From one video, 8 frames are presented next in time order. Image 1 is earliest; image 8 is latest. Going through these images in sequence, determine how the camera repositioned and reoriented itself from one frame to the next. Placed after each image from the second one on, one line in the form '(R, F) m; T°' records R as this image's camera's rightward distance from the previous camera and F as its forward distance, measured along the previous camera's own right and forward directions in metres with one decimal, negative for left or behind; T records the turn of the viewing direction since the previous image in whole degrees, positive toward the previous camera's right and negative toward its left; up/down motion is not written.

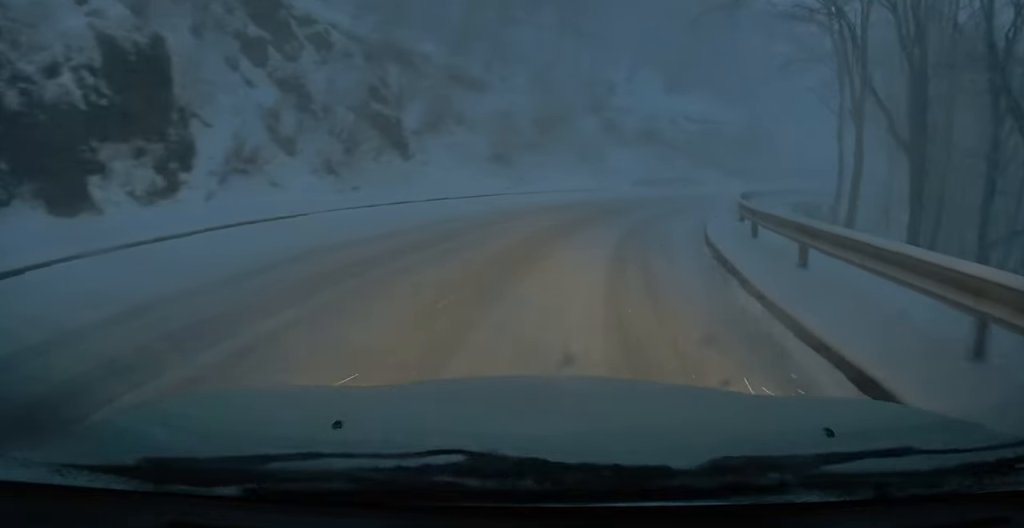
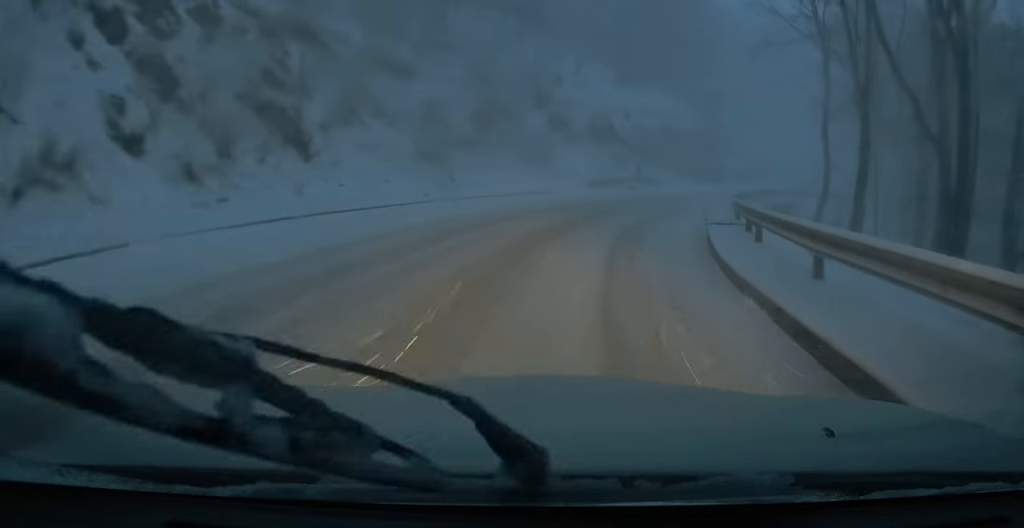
(0.0, +4.6) m; +1°
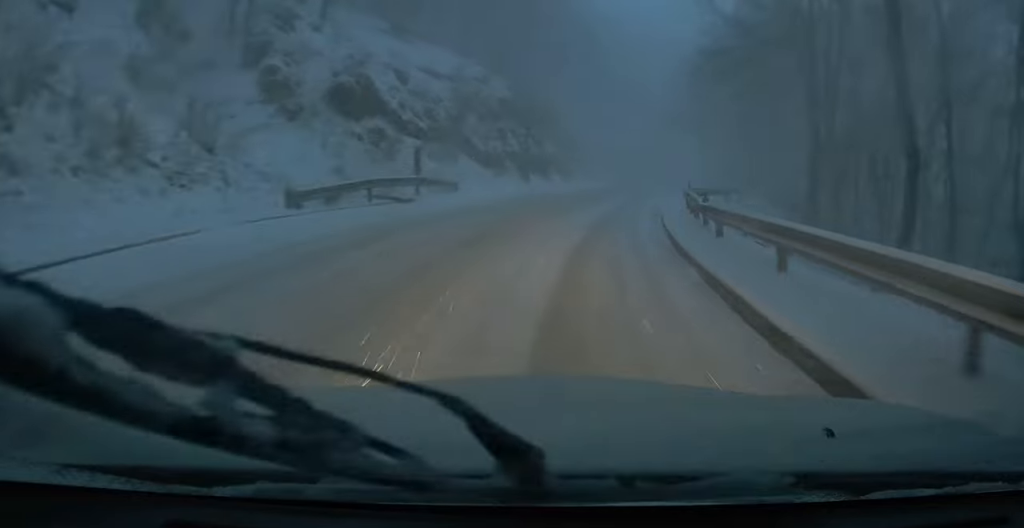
(+3.4, +18.7) m; +18°
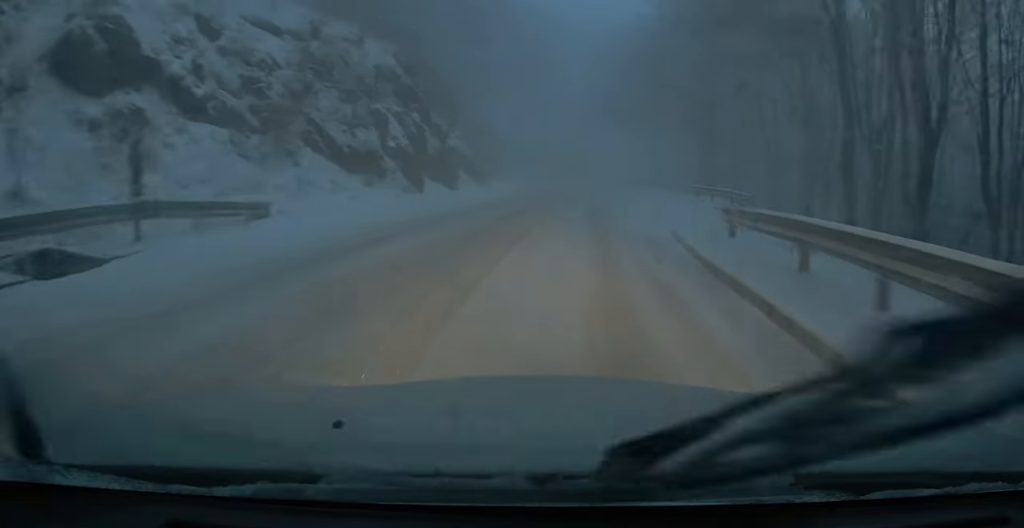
(-0.2, +12.0) m; +2°
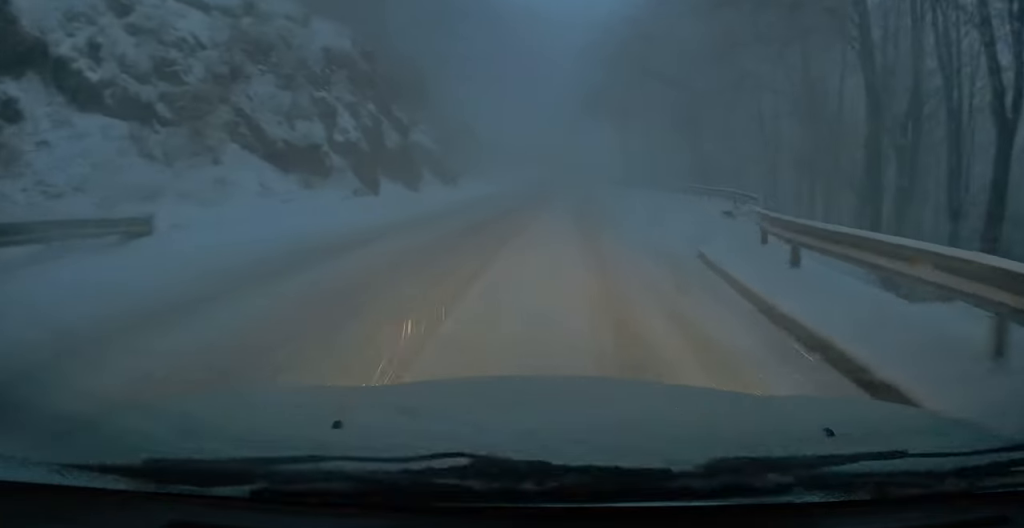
(+0.1, +3.5) m; +2°
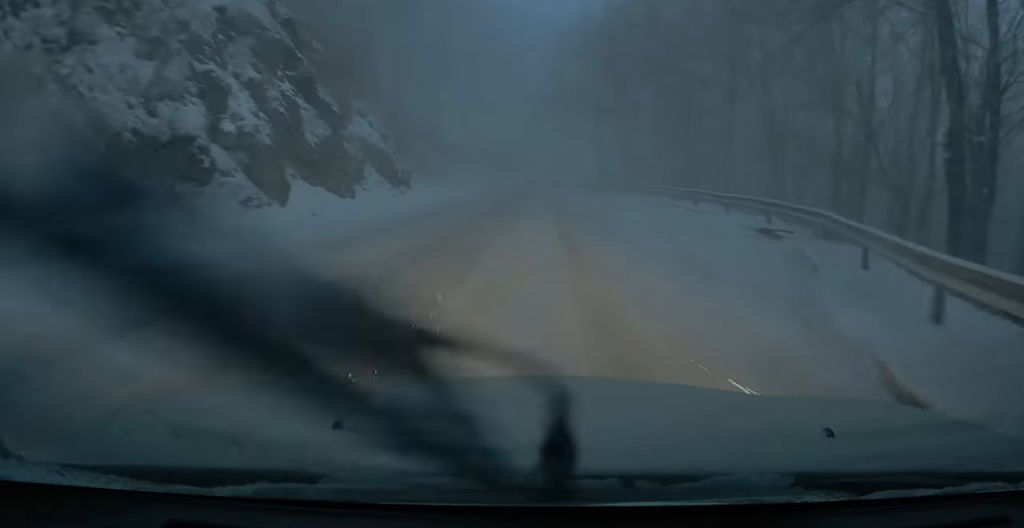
(+0.2, +5.9) m; +3°
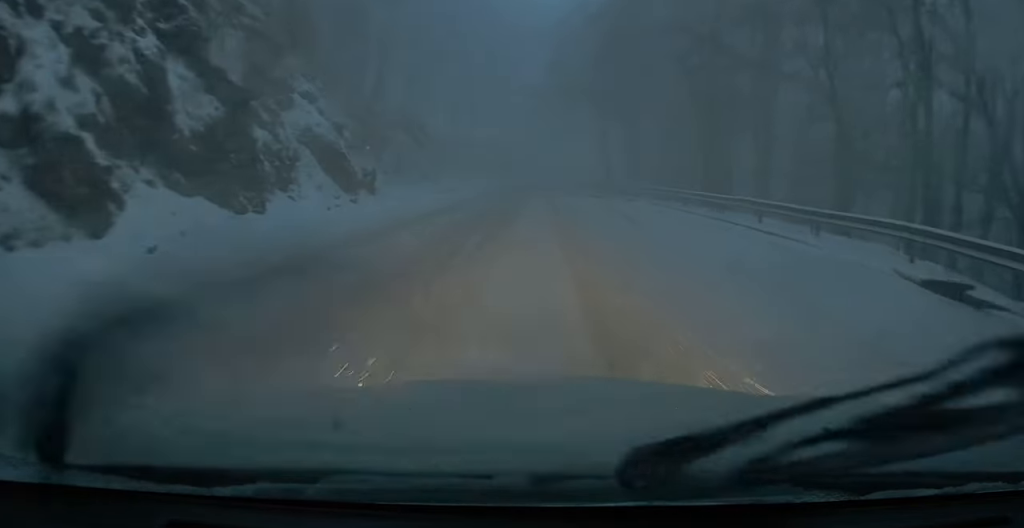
(+0.1, +7.1) m; +3°
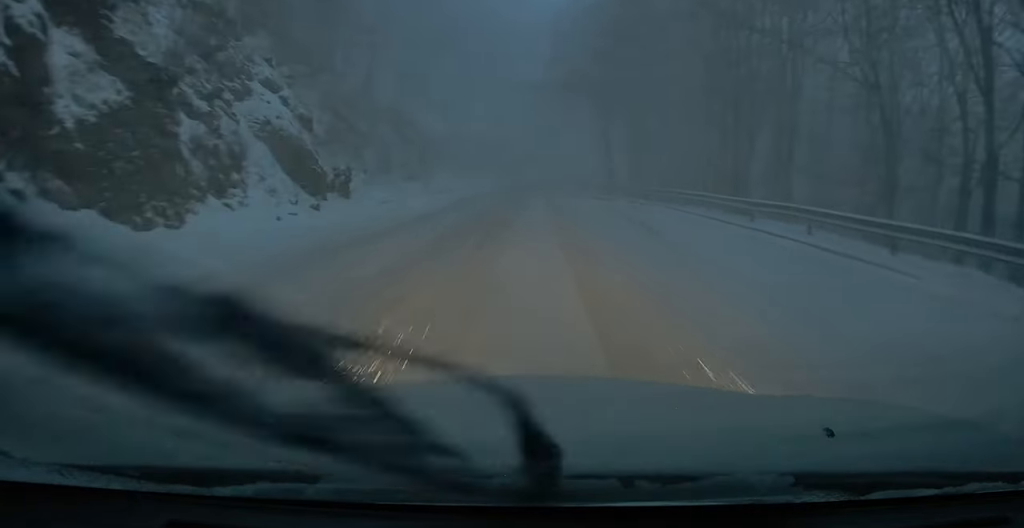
(+0.1, +3.4) m; -1°
